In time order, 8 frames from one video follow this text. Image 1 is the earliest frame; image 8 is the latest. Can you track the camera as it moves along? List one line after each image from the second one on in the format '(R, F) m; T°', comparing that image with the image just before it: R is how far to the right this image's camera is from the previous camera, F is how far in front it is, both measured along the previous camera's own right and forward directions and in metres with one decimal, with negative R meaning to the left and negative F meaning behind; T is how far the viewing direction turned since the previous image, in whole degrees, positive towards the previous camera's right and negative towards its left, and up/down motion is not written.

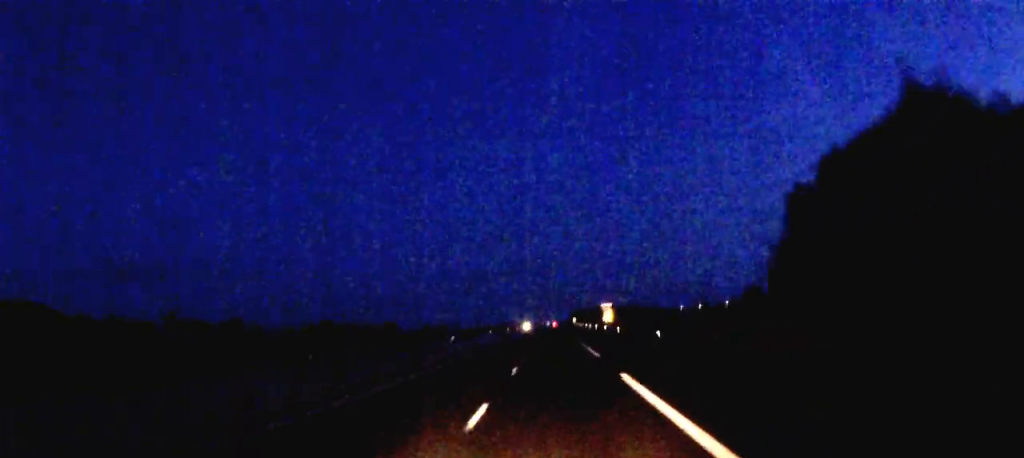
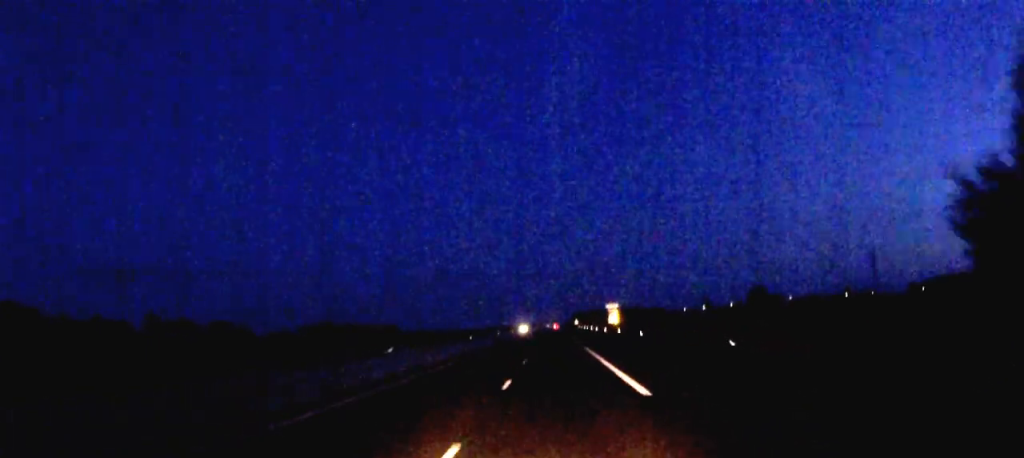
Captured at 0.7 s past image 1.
(0.0, +18.3) m; 0°
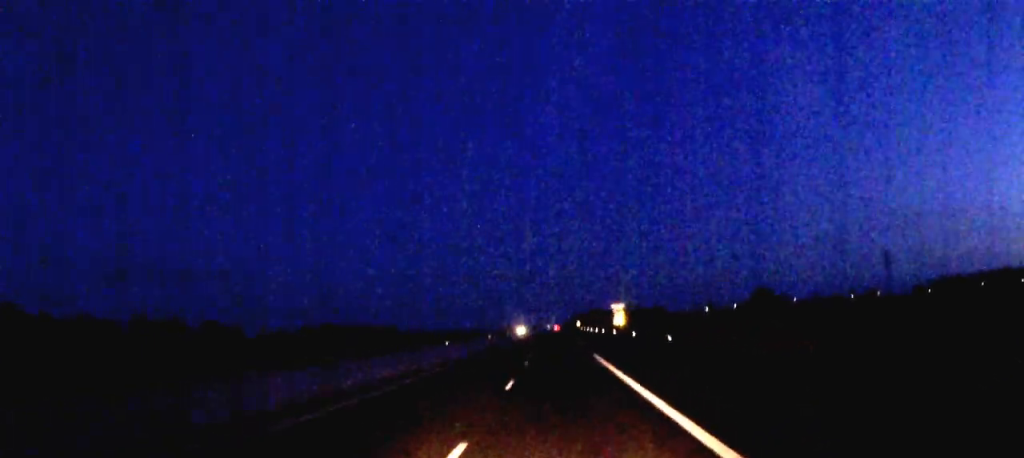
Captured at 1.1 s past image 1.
(0.0, +12.8) m; 0°
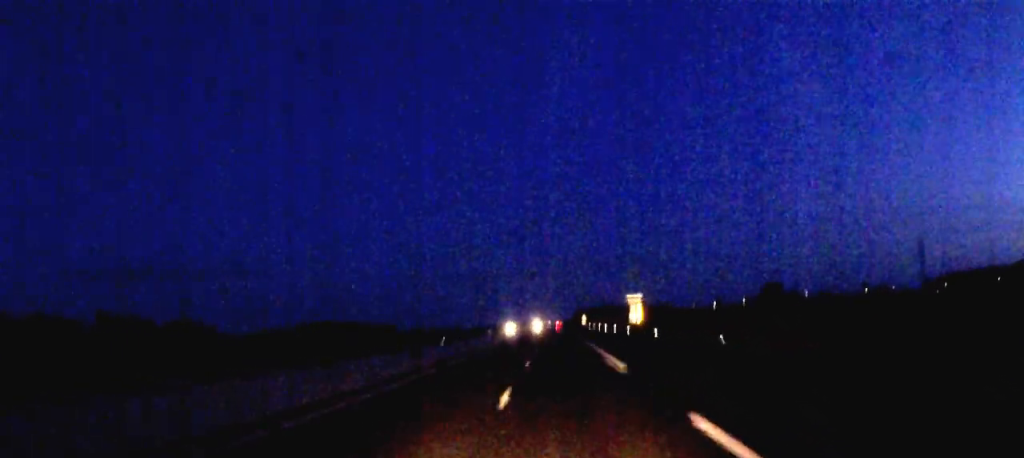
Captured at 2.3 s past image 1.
(0.0, +31.1) m; 0°
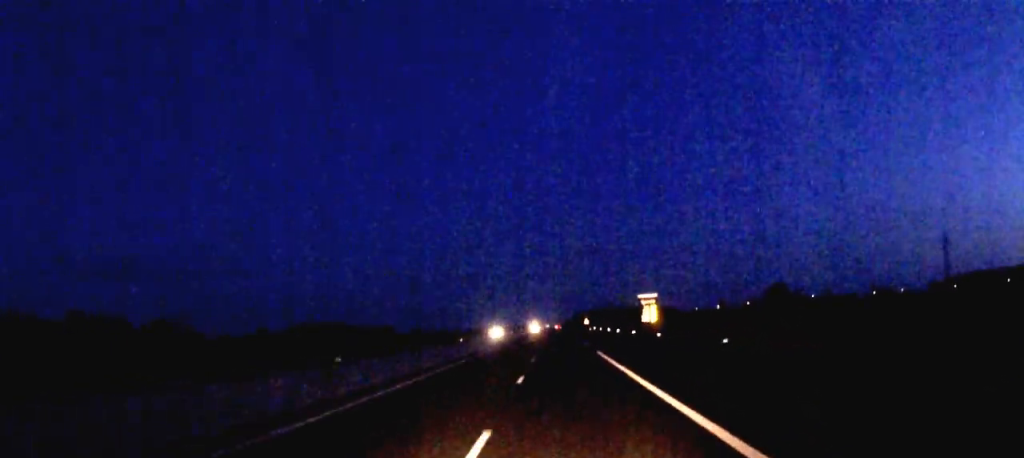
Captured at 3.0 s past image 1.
(0.0, +20.0) m; 0°
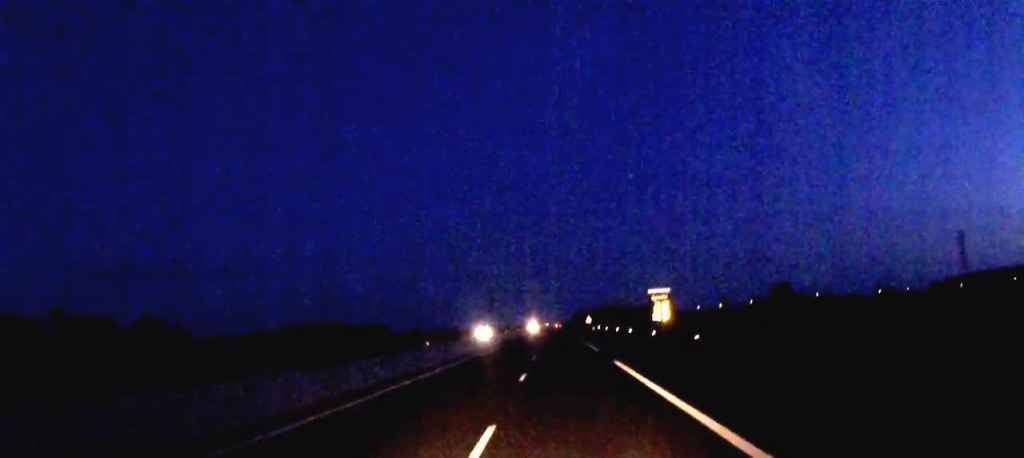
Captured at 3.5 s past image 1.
(0.0, +12.7) m; 0°
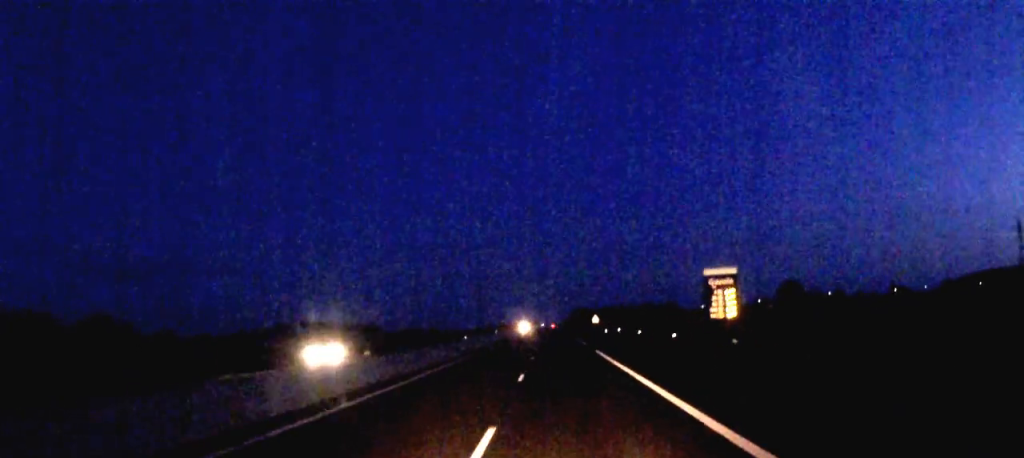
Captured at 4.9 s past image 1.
(+0.2, +39.1) m; 0°
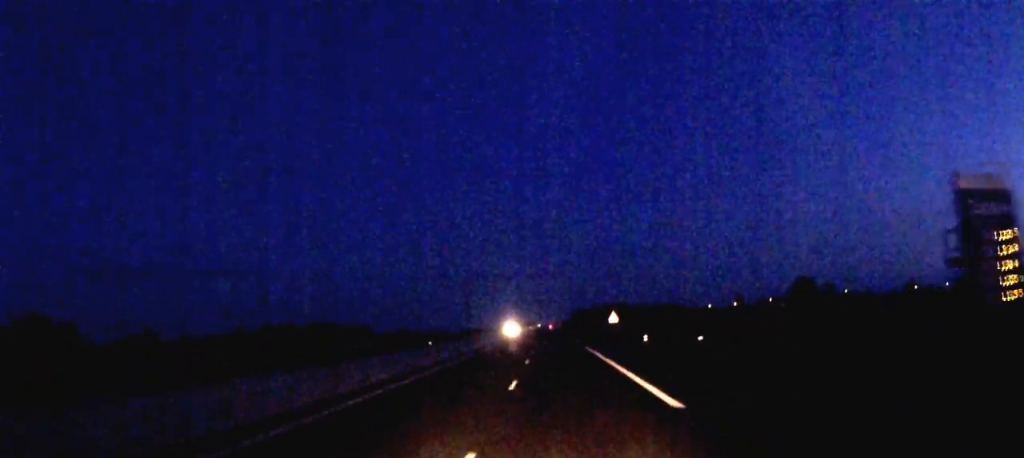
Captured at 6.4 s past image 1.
(0.0, +41.7) m; 0°
